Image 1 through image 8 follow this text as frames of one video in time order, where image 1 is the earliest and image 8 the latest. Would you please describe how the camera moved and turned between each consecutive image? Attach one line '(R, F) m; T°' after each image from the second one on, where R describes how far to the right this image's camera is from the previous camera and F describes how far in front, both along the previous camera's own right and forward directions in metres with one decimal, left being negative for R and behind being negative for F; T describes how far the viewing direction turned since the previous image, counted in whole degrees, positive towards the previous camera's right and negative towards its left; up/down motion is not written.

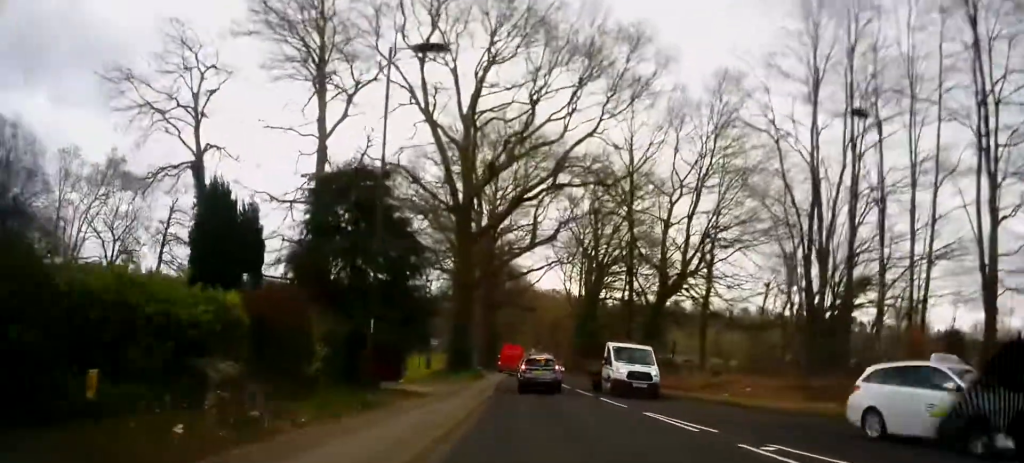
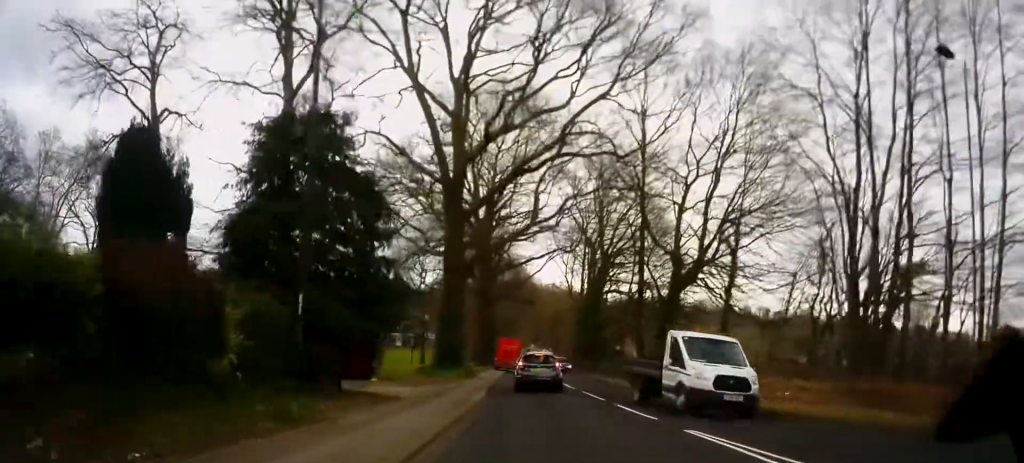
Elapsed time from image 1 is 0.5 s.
(0.0, +4.2) m; 0°
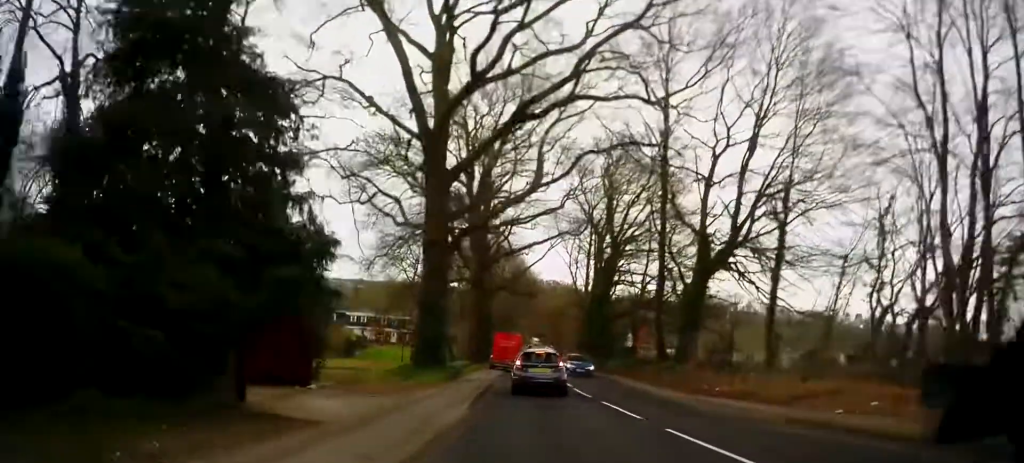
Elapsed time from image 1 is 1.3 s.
(0.0, +6.2) m; 0°
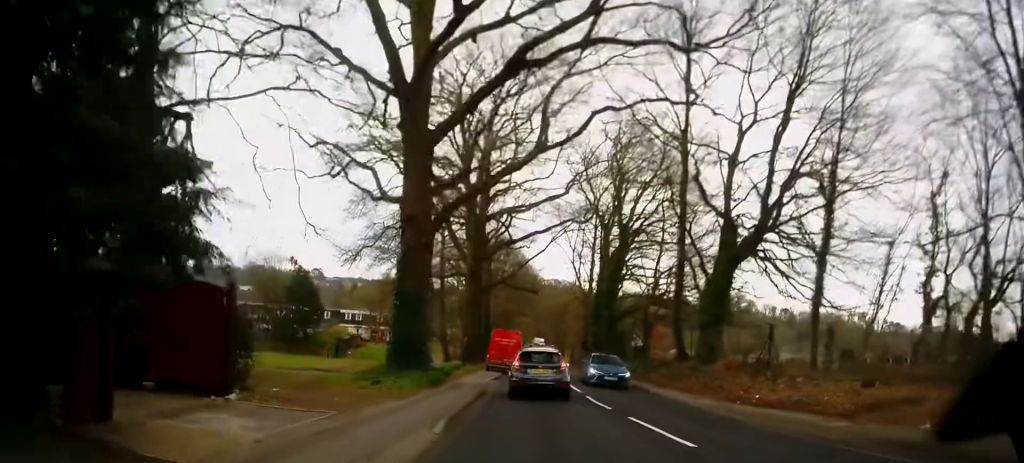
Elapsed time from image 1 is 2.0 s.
(0.0, +4.5) m; -1°
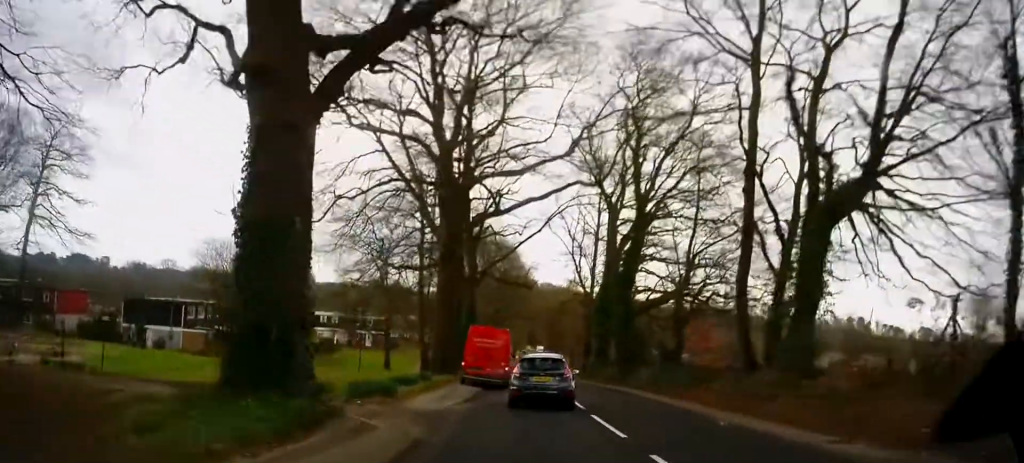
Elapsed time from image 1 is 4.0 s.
(-0.1, +10.5) m; +3°
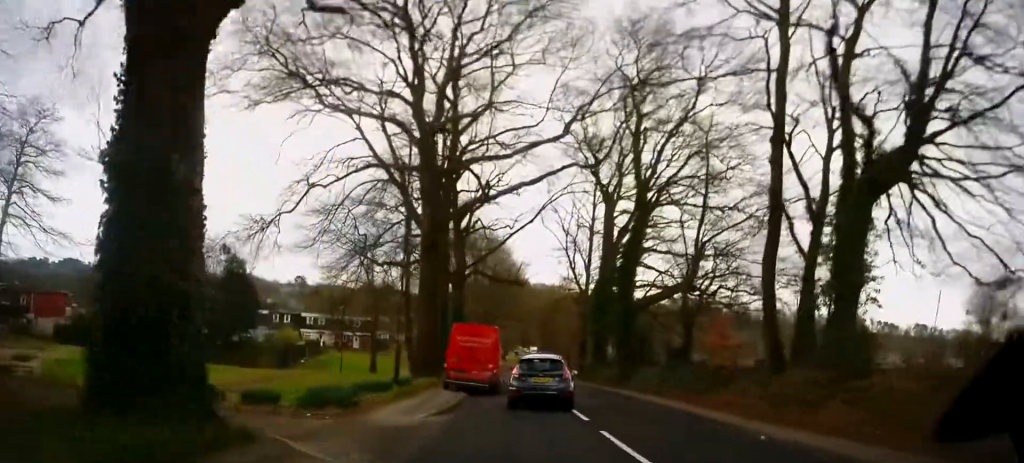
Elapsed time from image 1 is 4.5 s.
(+0.3, +2.8) m; +1°
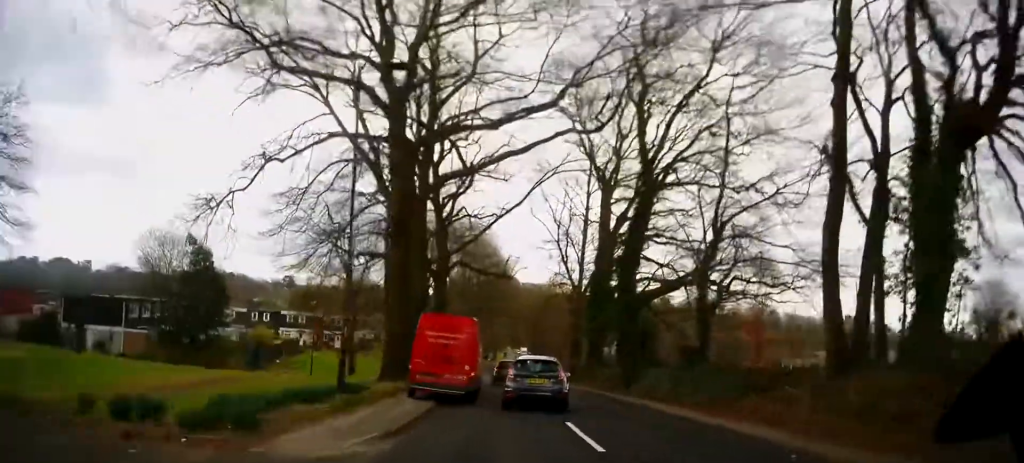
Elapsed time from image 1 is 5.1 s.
(-0.1, +4.1) m; 0°
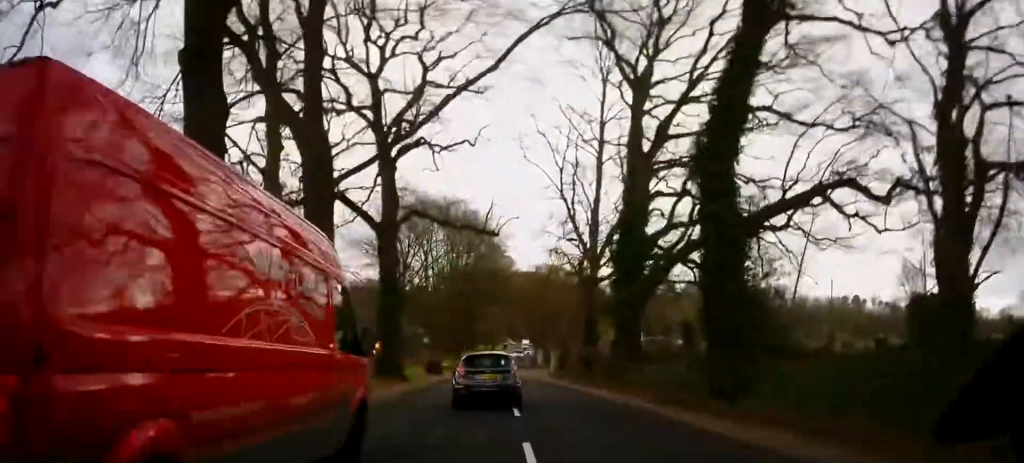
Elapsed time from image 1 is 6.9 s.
(+0.1, +13.7) m; -1°
